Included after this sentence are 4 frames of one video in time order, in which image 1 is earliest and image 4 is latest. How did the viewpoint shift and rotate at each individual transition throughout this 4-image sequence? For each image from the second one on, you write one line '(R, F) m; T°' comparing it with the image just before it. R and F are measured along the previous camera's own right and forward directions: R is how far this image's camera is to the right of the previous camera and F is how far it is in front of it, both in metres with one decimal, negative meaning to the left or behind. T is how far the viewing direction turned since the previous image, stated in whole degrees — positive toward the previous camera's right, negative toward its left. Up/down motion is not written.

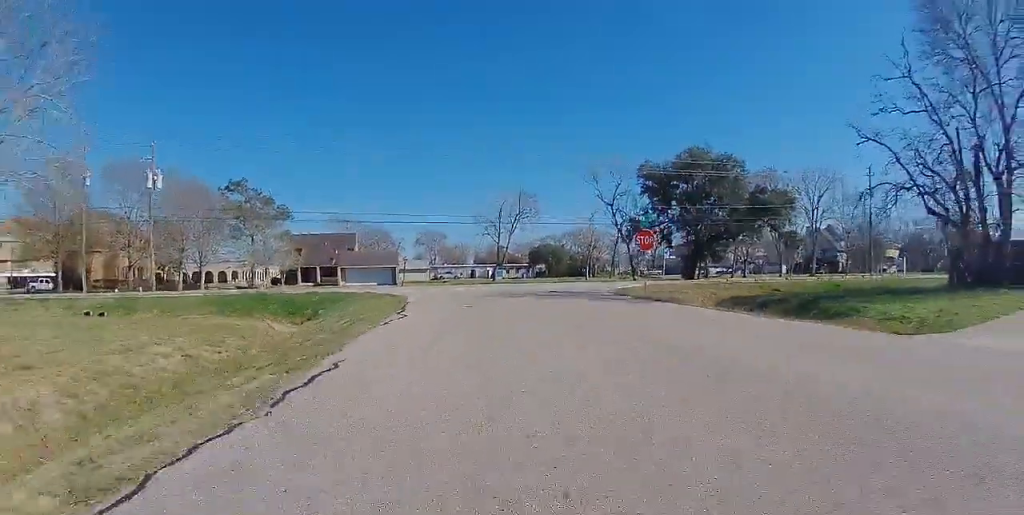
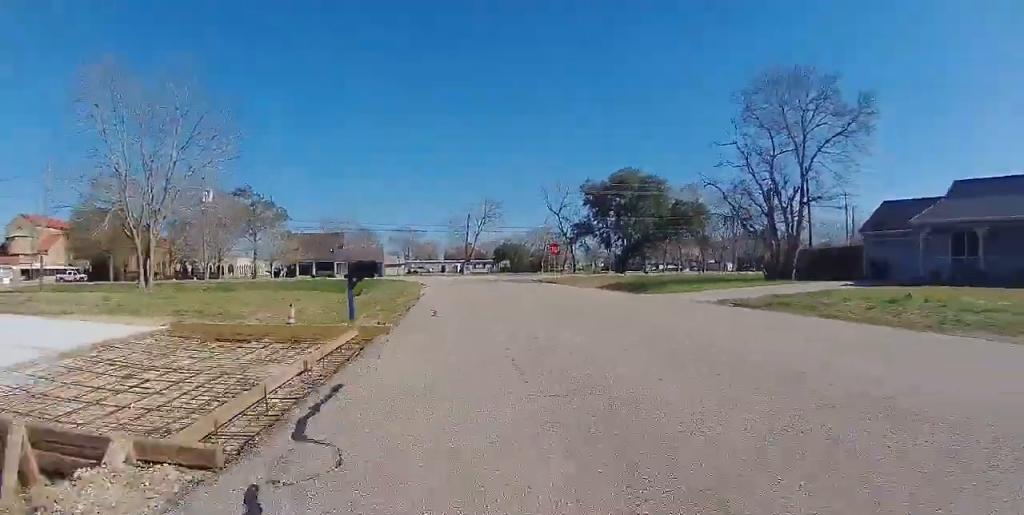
(0.0, +14.3) m; +1°
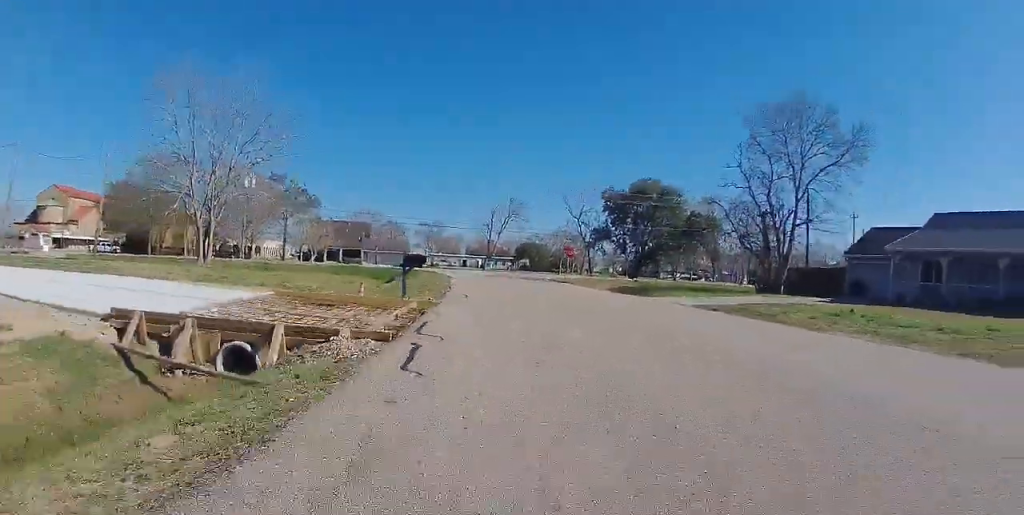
(-0.1, +4.1) m; +2°
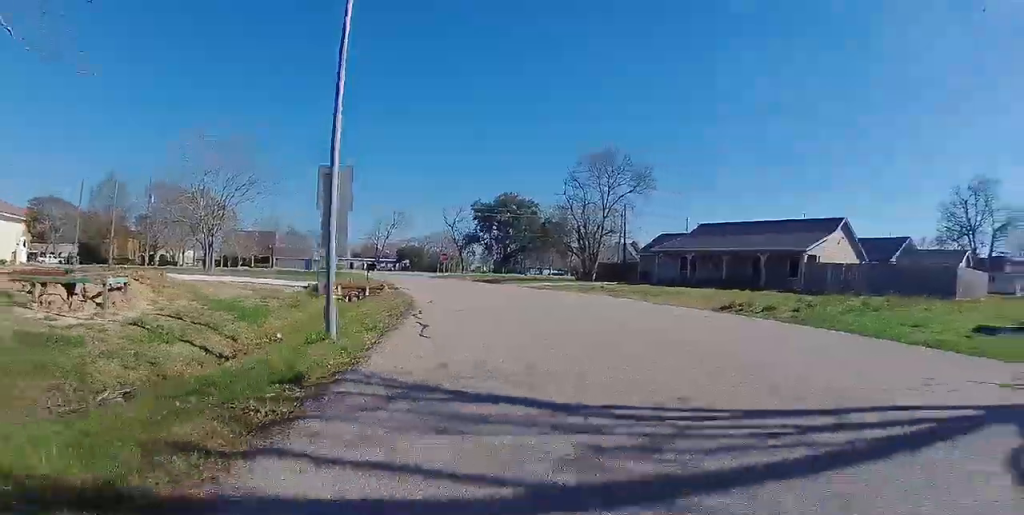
(+3.1, +16.6) m; +15°
